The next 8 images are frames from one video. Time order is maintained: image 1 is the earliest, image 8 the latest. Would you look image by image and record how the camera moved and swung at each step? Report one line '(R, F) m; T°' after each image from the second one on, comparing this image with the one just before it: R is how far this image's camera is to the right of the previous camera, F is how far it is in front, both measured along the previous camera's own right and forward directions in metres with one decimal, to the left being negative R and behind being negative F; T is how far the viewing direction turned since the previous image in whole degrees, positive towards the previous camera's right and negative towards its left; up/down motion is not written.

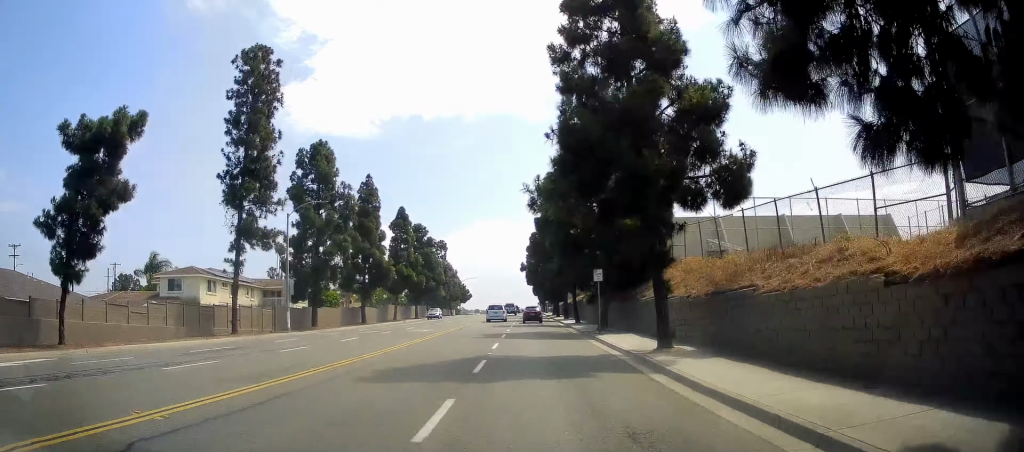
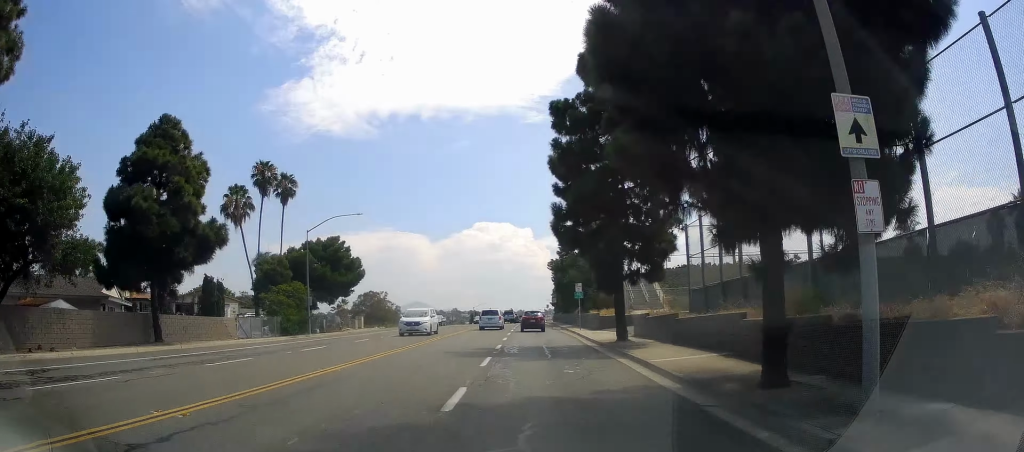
(+0.3, +108.0) m; 0°
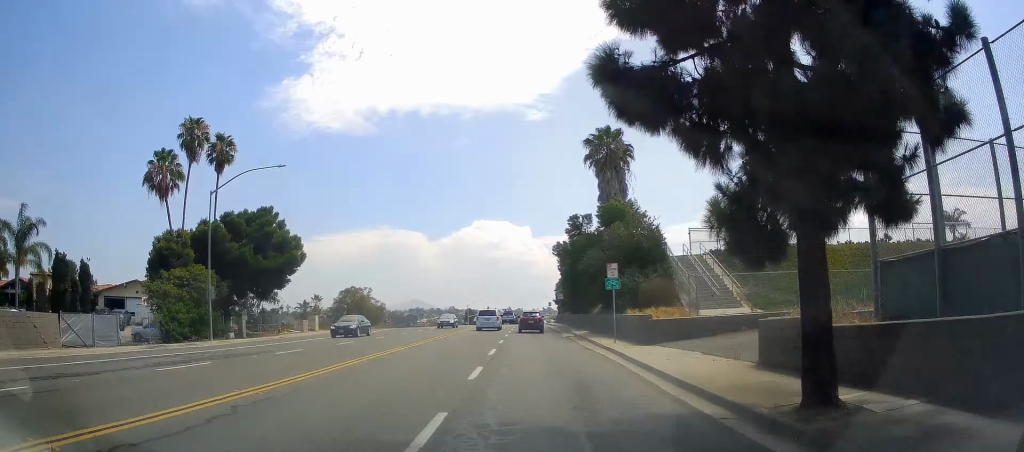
(+0.2, +14.5) m; 0°
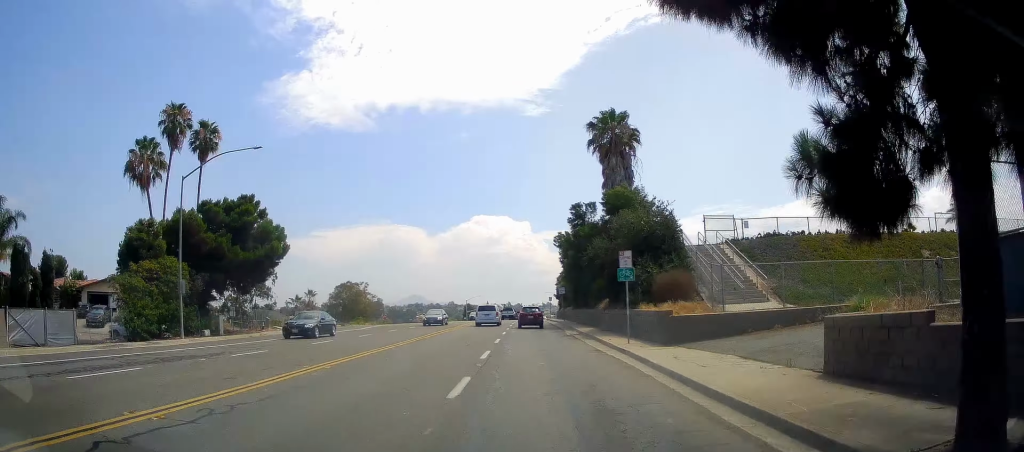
(+0.2, +17.3) m; 0°
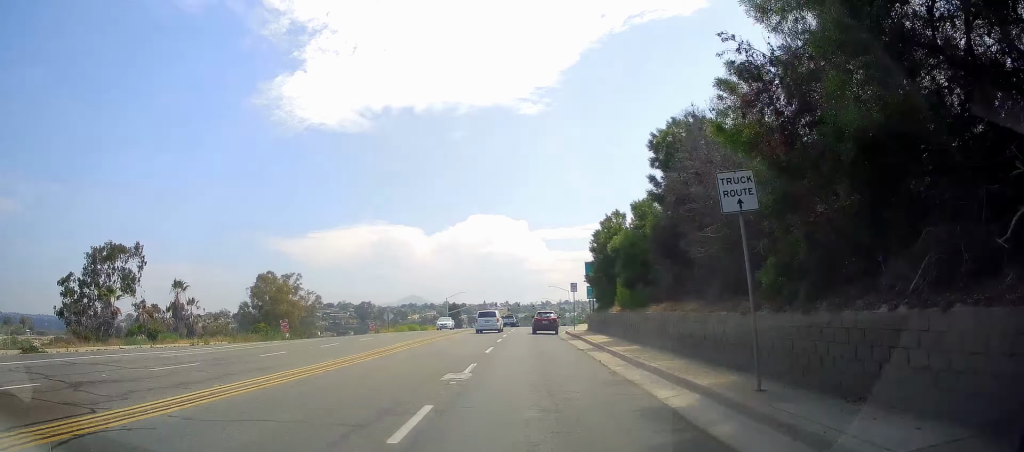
(+0.4, +43.4) m; +2°
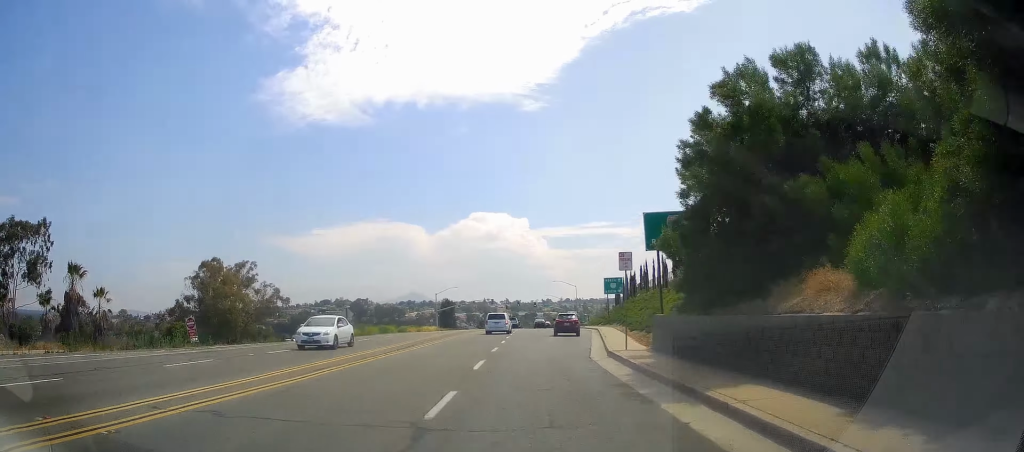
(+0.2, +19.8) m; +1°
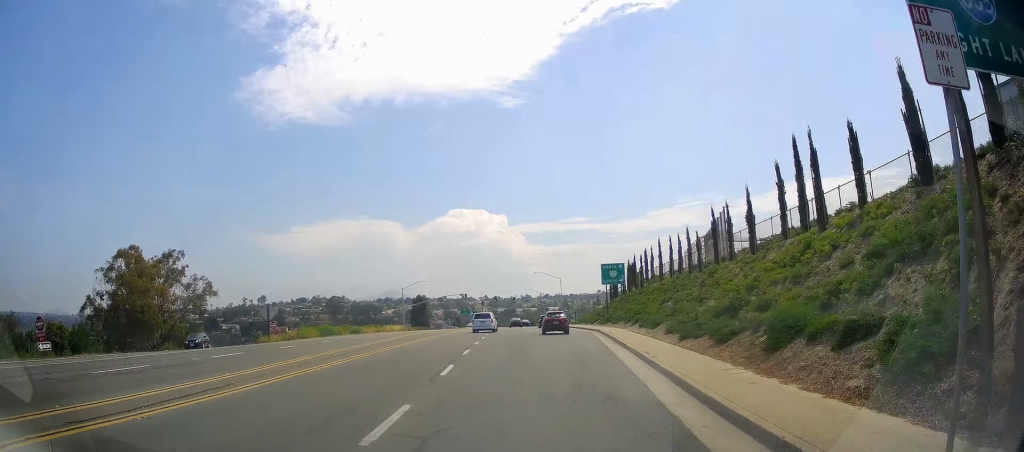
(0.0, +15.9) m; 0°
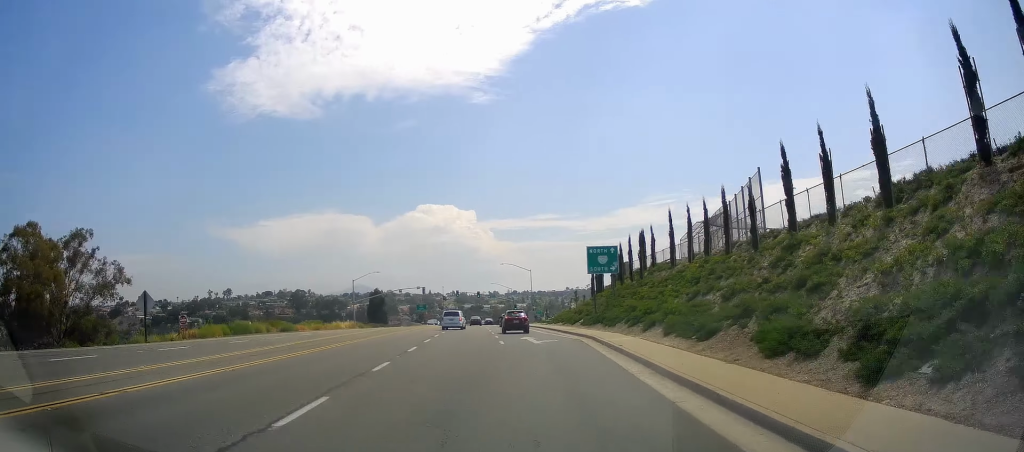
(0.0, +13.7) m; 0°
